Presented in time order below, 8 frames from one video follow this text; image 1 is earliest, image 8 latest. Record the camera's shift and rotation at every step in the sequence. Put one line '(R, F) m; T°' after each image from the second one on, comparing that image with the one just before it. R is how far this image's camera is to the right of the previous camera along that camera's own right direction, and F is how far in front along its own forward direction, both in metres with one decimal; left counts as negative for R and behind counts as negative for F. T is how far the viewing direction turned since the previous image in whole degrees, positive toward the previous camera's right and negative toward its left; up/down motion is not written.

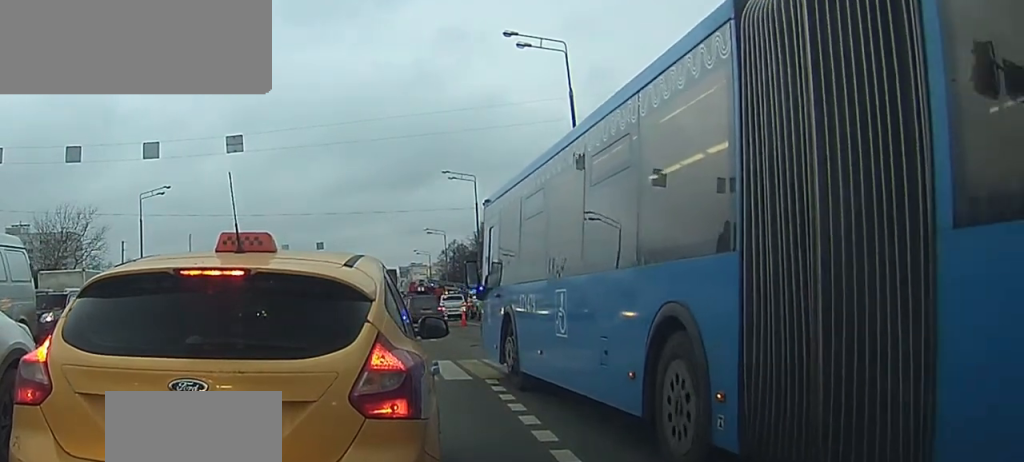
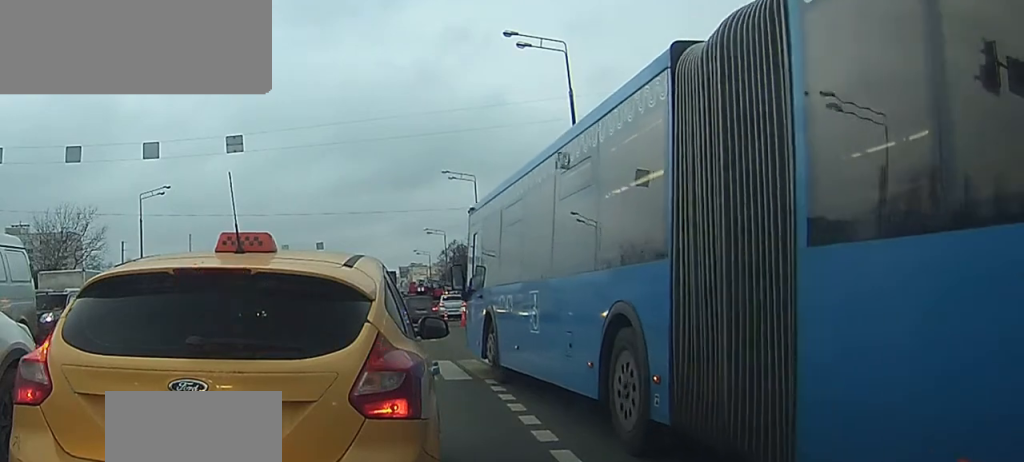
(0.0, 0.0) m; 0°
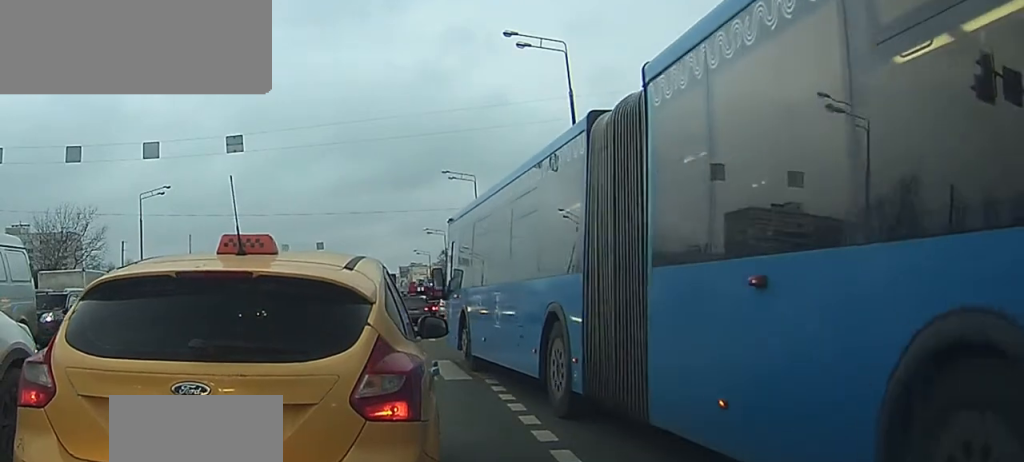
(-0.1, +0.1) m; 0°
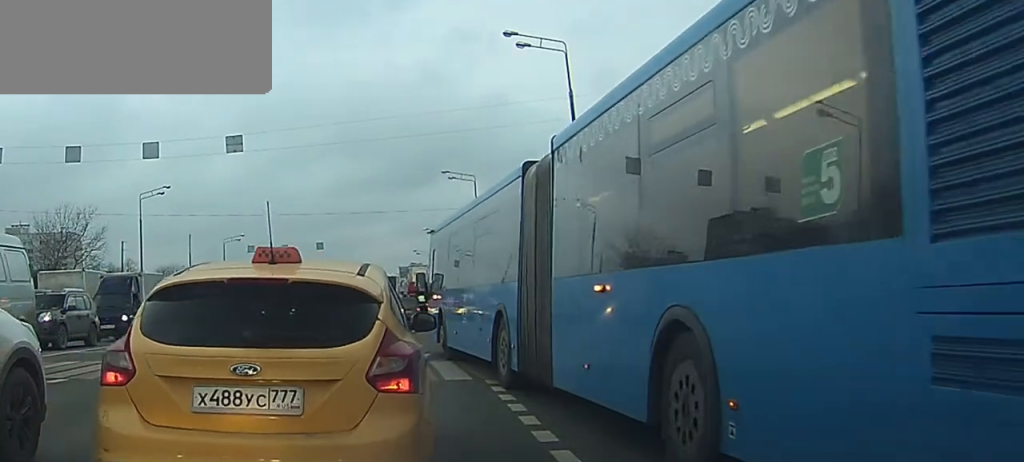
(-0.1, +0.1) m; 0°
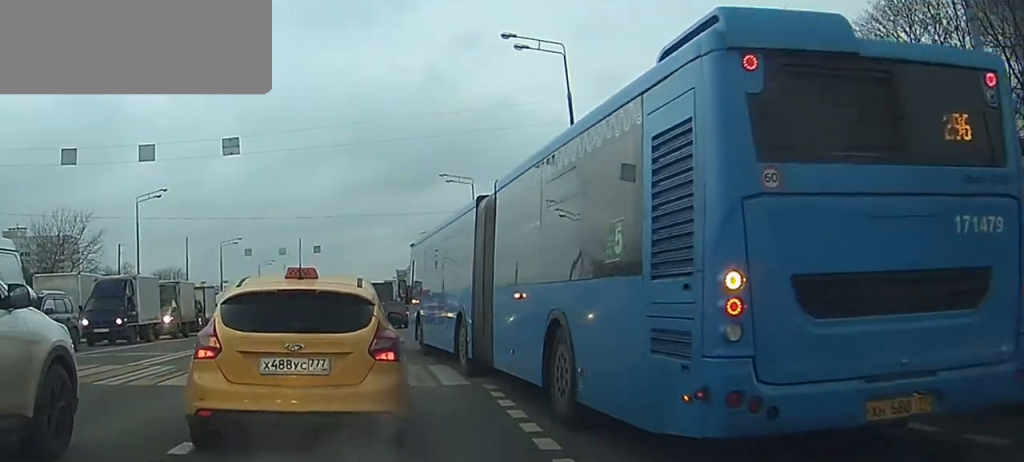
(-0.1, +0.3) m; 0°
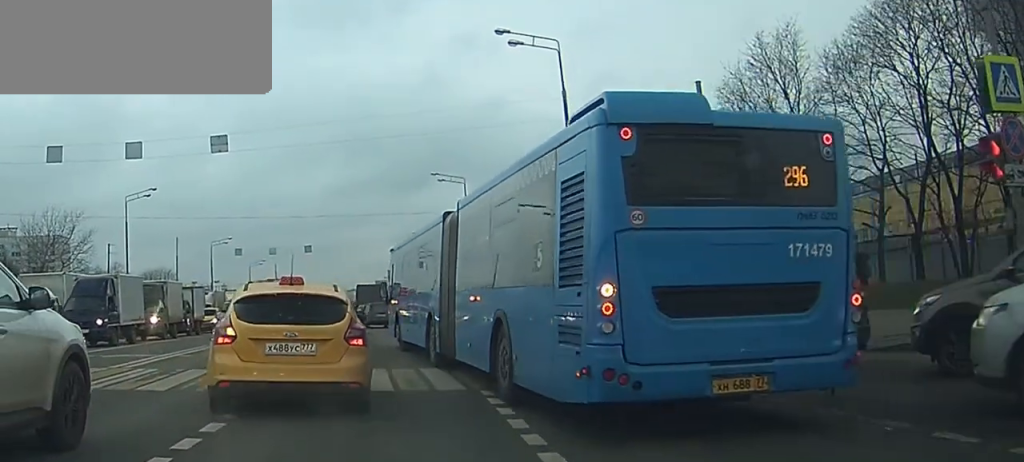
(0.0, +0.5) m; 0°
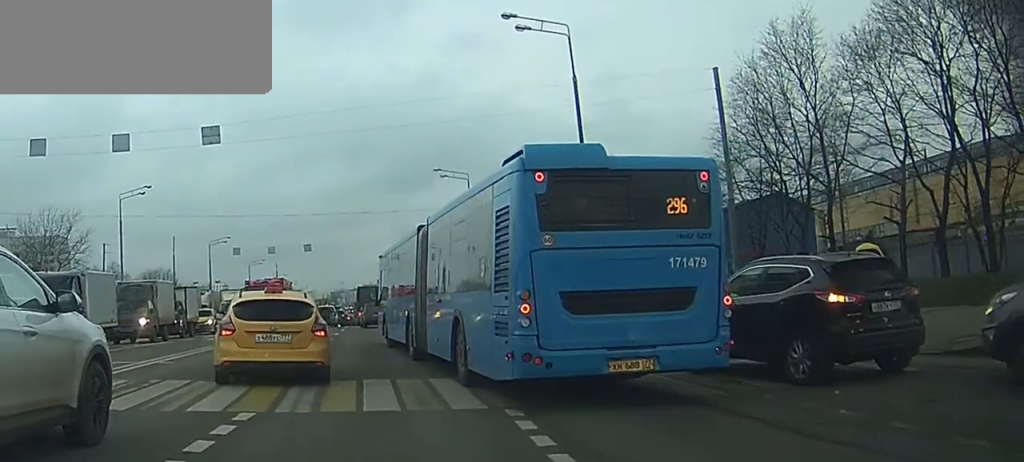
(+0.1, +1.2) m; 0°
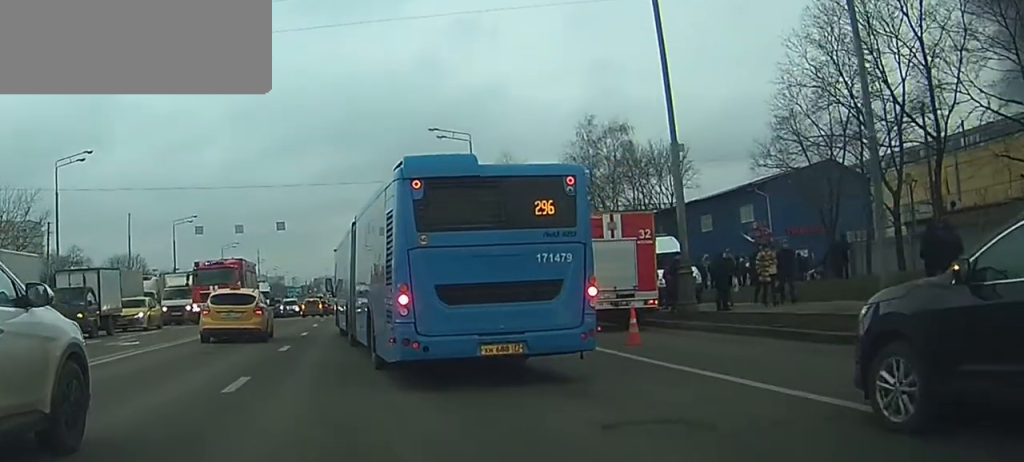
(-0.3, +6.2) m; -3°
